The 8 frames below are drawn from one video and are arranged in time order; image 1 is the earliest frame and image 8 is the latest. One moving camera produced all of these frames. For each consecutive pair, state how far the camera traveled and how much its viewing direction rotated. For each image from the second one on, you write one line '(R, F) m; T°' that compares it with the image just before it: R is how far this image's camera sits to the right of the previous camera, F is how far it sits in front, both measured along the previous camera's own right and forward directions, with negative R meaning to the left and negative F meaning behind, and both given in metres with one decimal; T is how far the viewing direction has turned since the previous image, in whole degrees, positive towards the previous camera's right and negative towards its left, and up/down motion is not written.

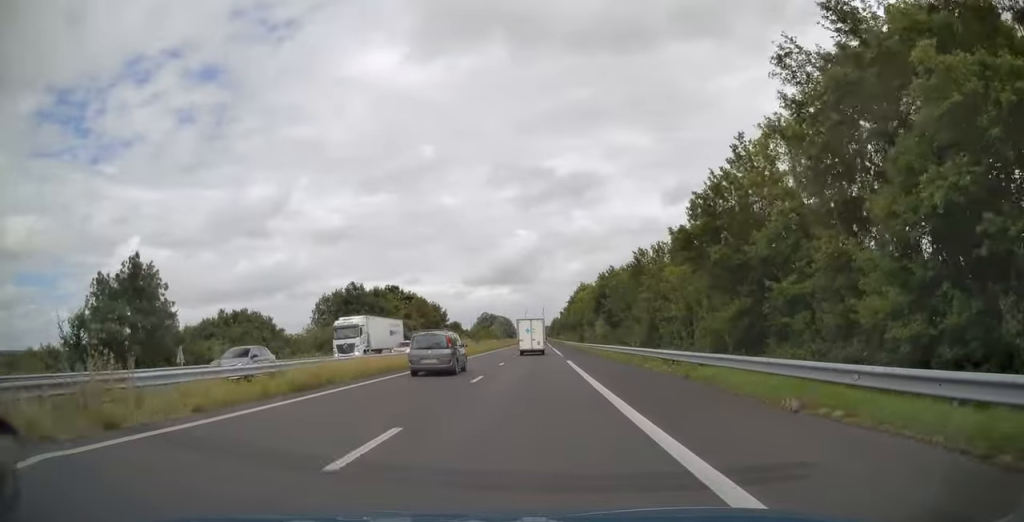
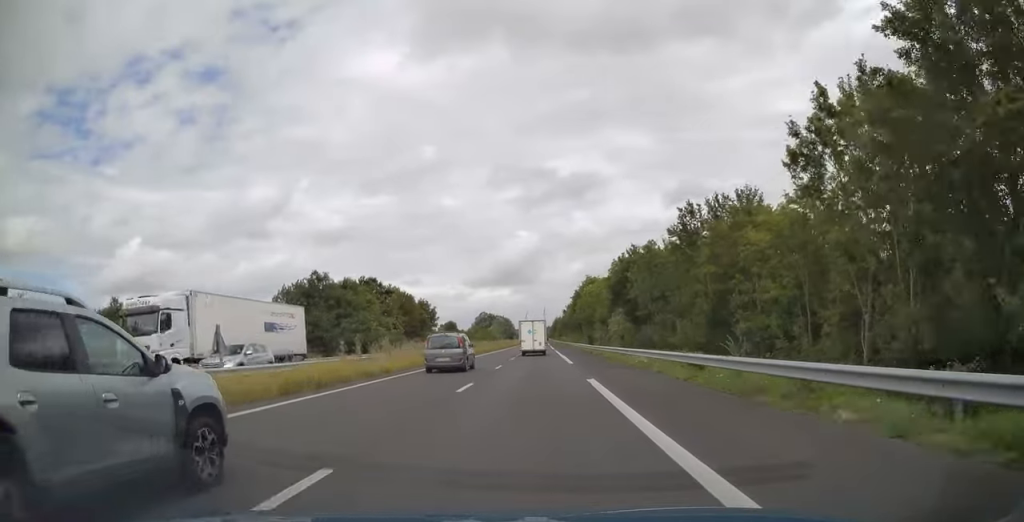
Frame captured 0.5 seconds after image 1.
(0.0, +16.1) m; 0°
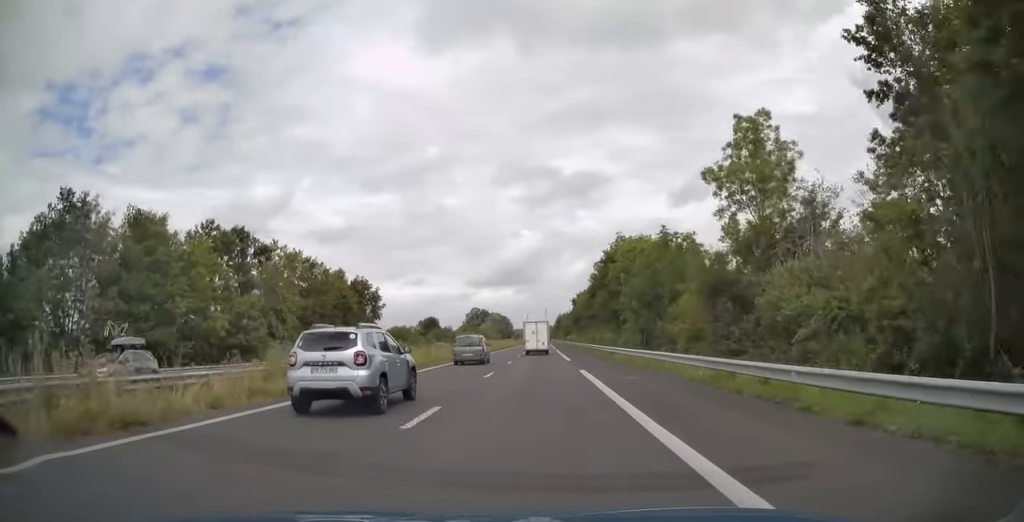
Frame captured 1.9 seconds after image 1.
(-0.1, +45.7) m; 0°
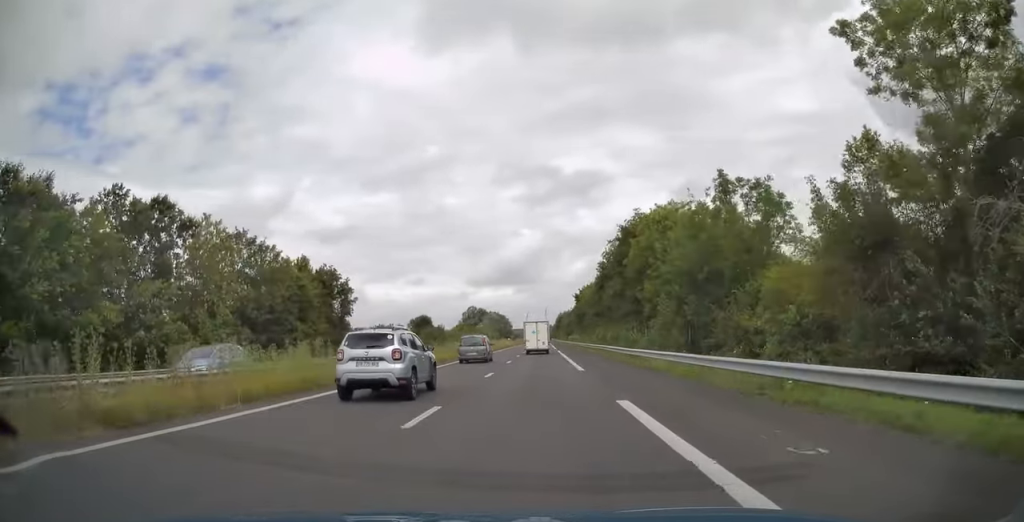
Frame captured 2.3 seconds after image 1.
(0.0, +12.9) m; 0°
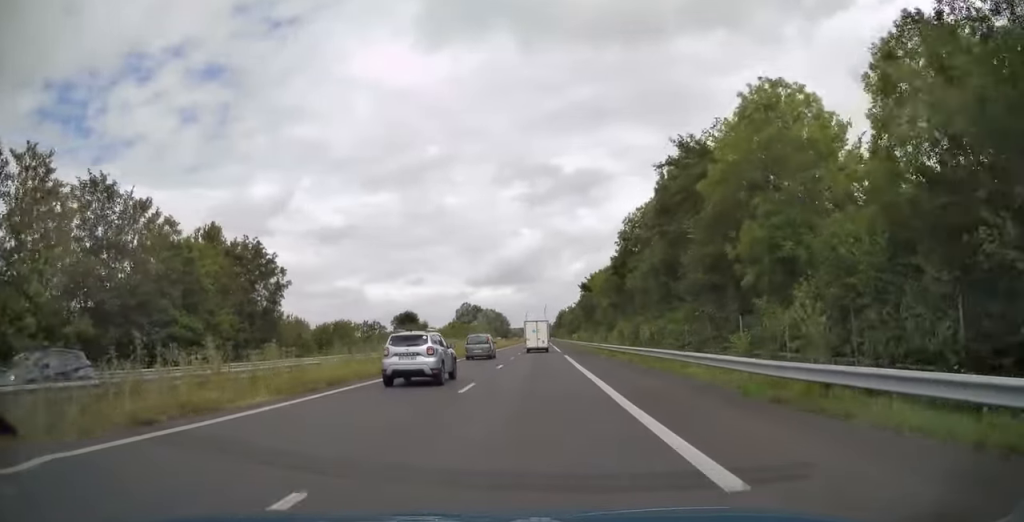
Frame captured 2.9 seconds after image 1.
(0.0, +19.9) m; 0°
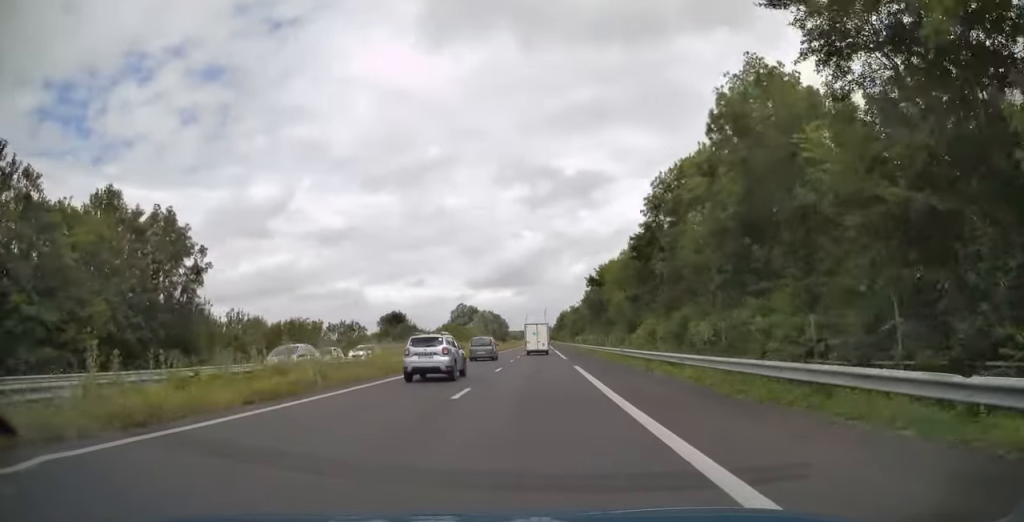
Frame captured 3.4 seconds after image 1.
(0.0, +14.0) m; 0°
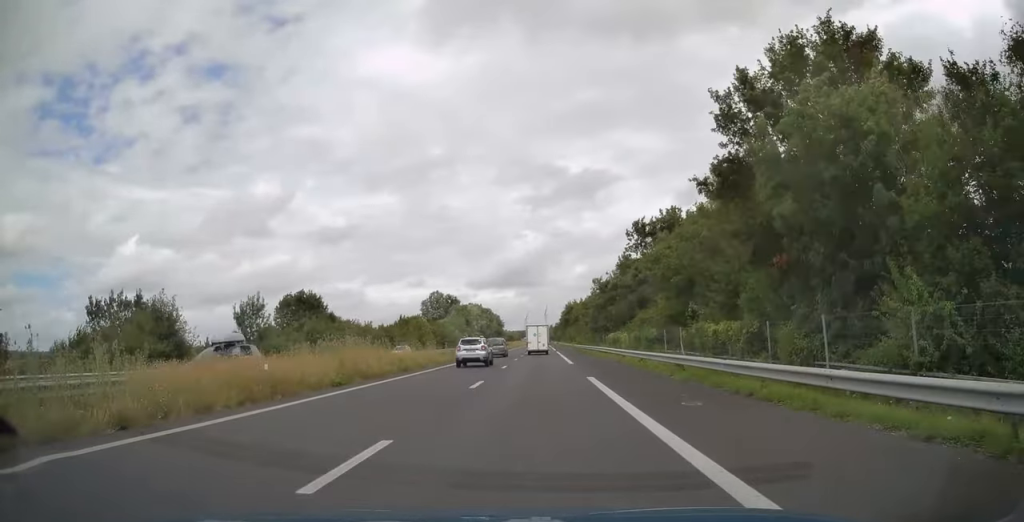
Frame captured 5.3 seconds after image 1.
(0.0, +60.8) m; 0°
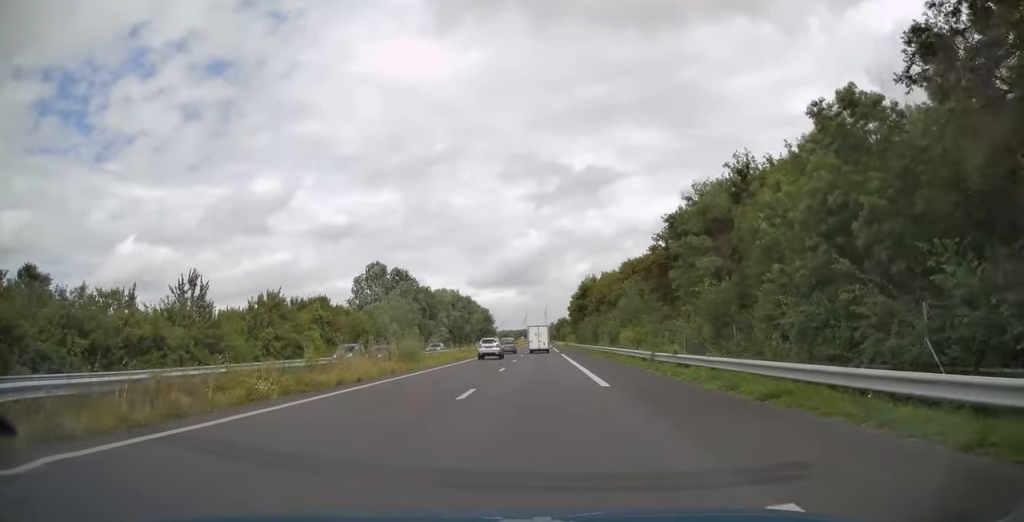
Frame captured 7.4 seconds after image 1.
(-0.2, +68.7) m; 0°
